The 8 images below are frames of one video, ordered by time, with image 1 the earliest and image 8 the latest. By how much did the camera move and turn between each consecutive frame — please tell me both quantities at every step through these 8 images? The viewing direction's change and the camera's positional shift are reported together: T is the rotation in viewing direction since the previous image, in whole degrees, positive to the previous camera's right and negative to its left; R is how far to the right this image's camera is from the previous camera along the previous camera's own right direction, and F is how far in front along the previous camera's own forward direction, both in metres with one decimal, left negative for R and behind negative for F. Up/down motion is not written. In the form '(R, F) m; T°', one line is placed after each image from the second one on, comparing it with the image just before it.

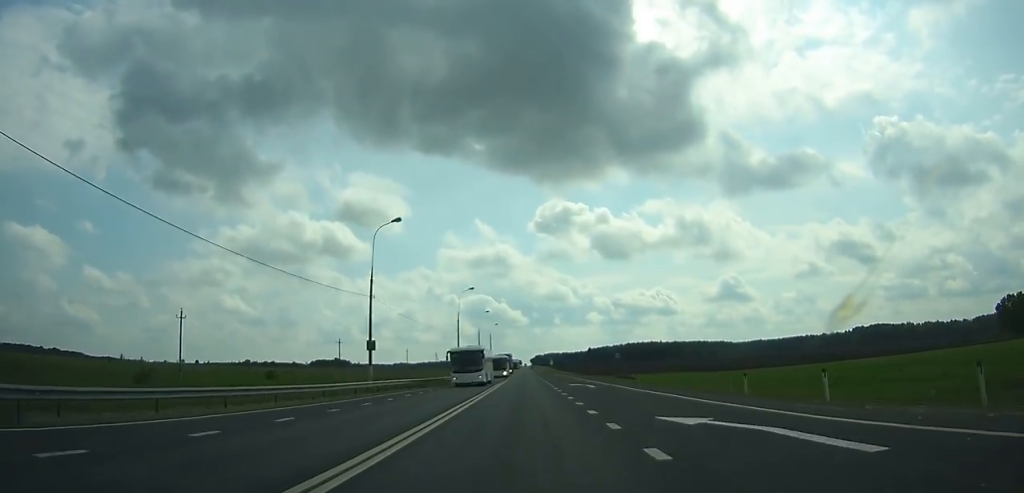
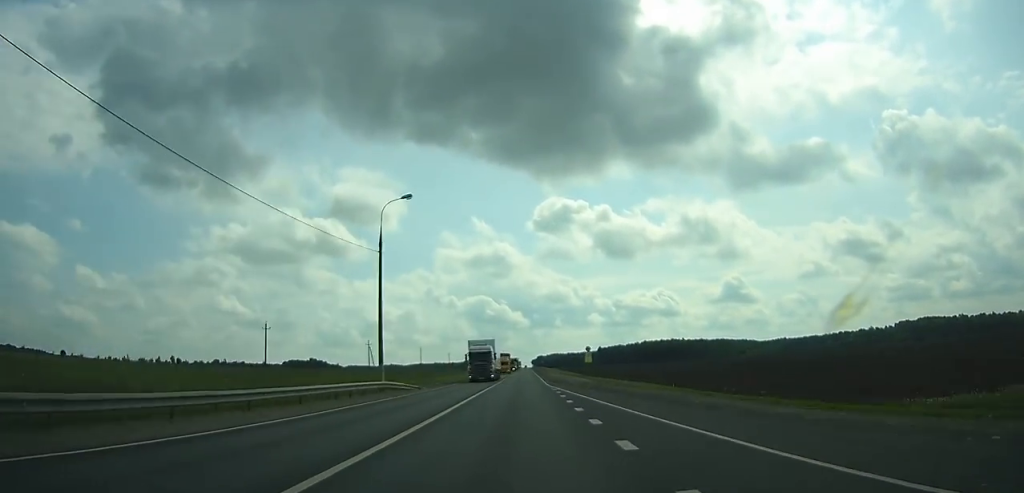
(+0.5, +112.5) m; +1°
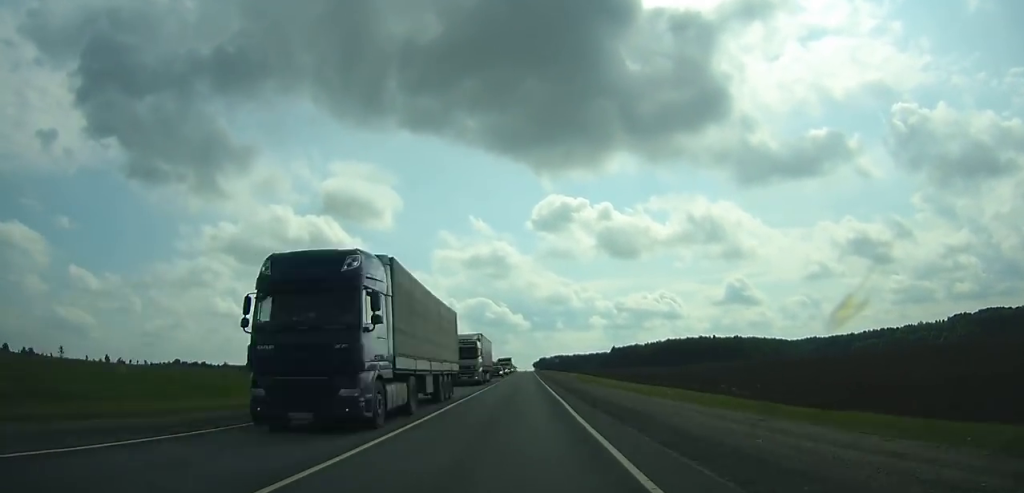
(-0.2, +116.2) m; 0°
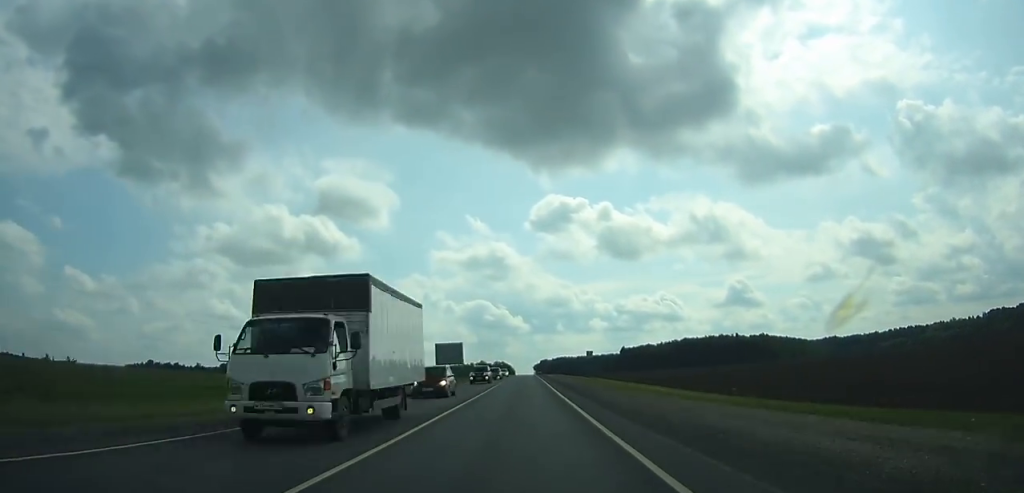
(-0.2, +66.4) m; 0°
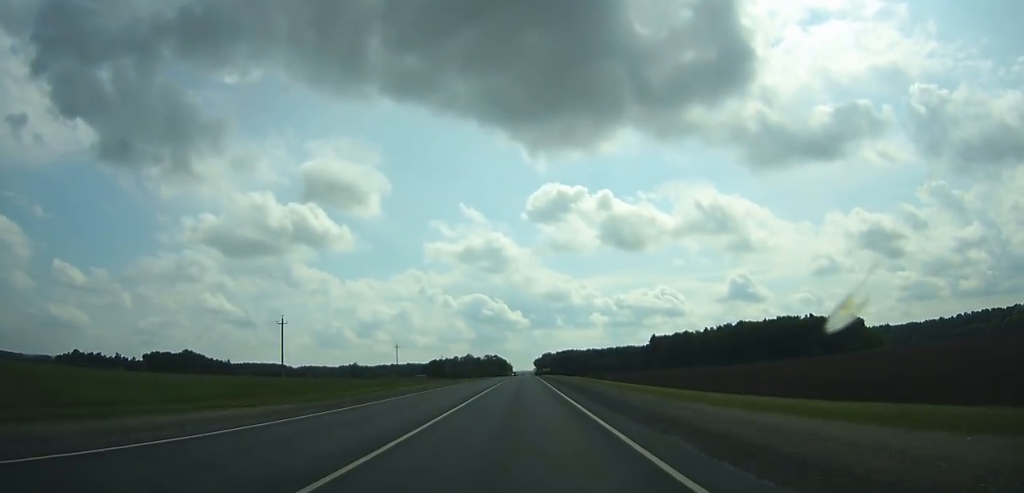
(-0.2, +144.2) m; 0°
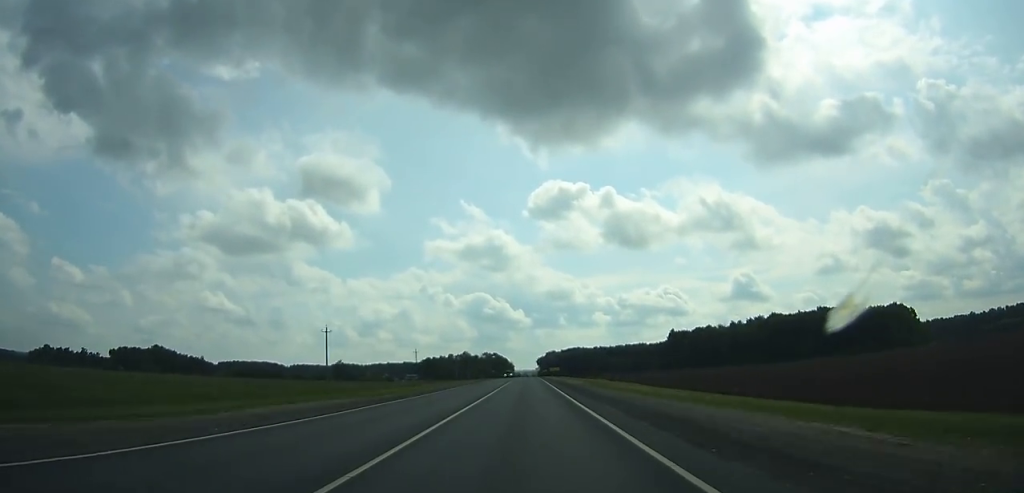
(+0.1, +51.6) m; 0°
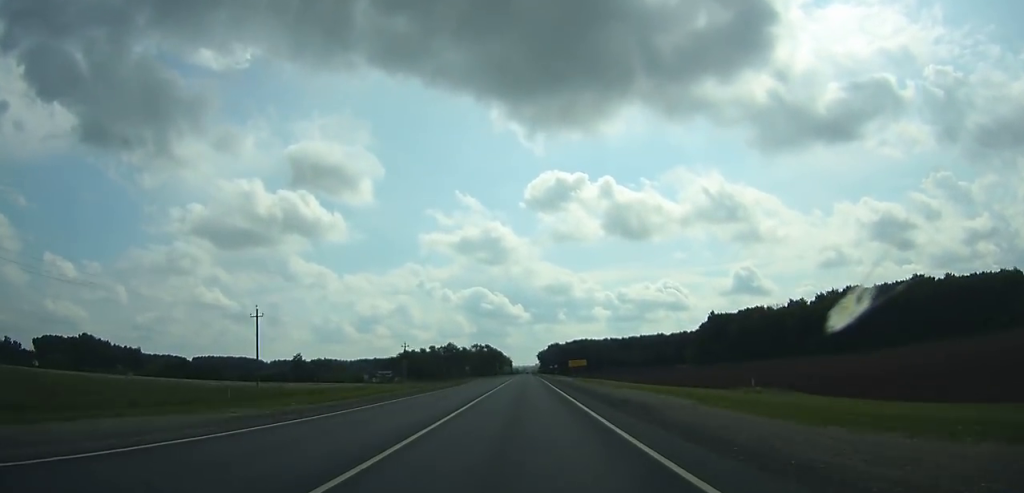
(+0.1, +88.8) m; 0°
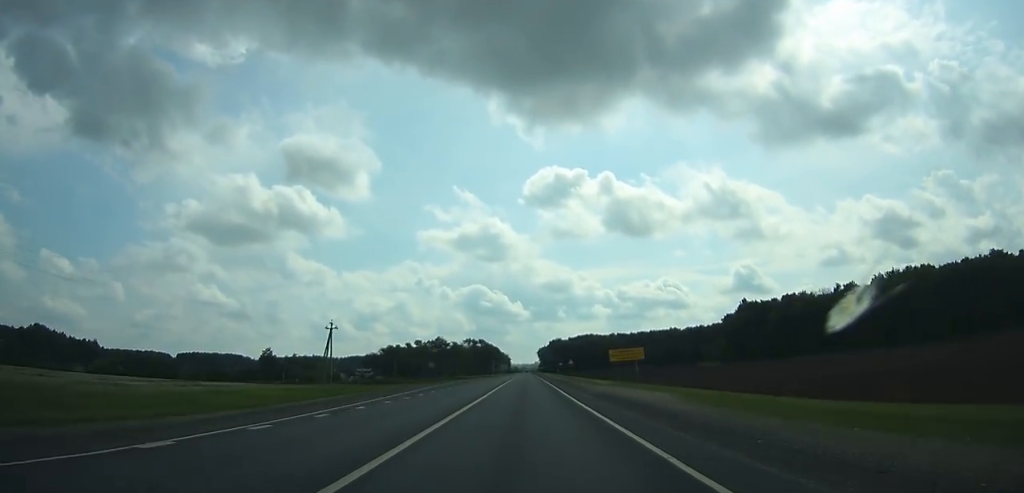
(0.0, +45.4) m; 0°
